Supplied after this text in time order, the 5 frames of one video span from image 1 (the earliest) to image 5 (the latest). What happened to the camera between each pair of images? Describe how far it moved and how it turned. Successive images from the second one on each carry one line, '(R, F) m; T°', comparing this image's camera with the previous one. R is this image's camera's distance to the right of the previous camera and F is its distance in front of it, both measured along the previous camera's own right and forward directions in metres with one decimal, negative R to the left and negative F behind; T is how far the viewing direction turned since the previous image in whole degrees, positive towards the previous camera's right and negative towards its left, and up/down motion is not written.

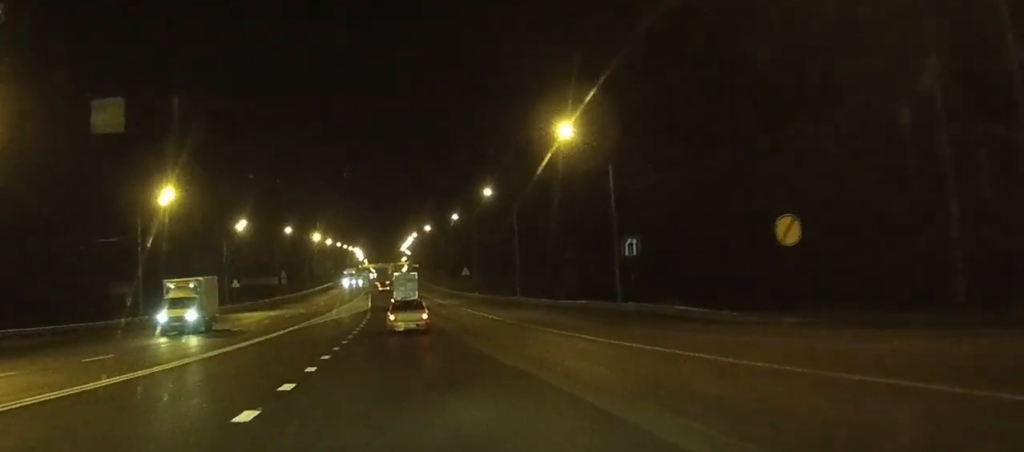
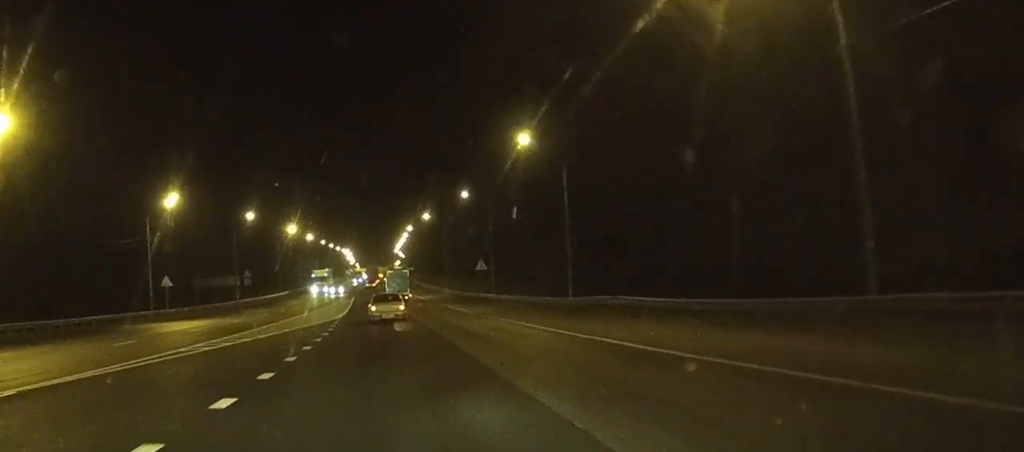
(+0.1, +31.6) m; 0°
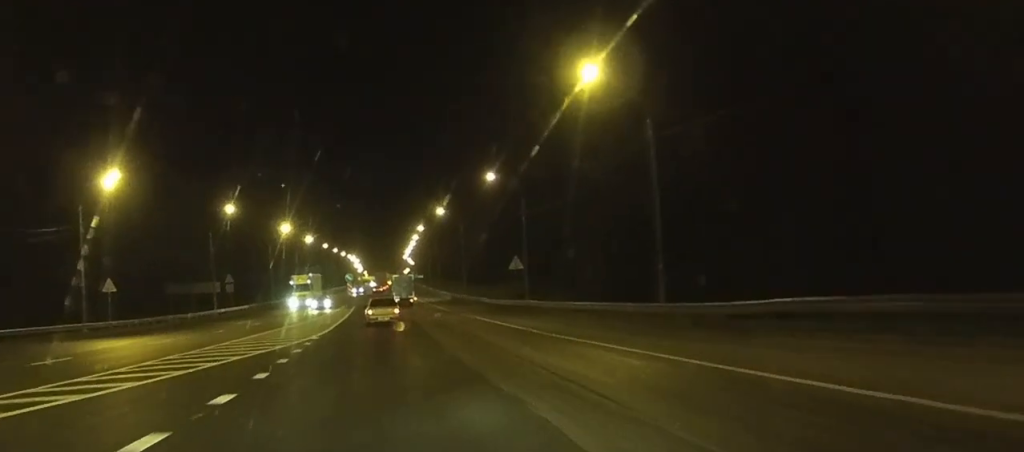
(-0.1, +18.6) m; -1°
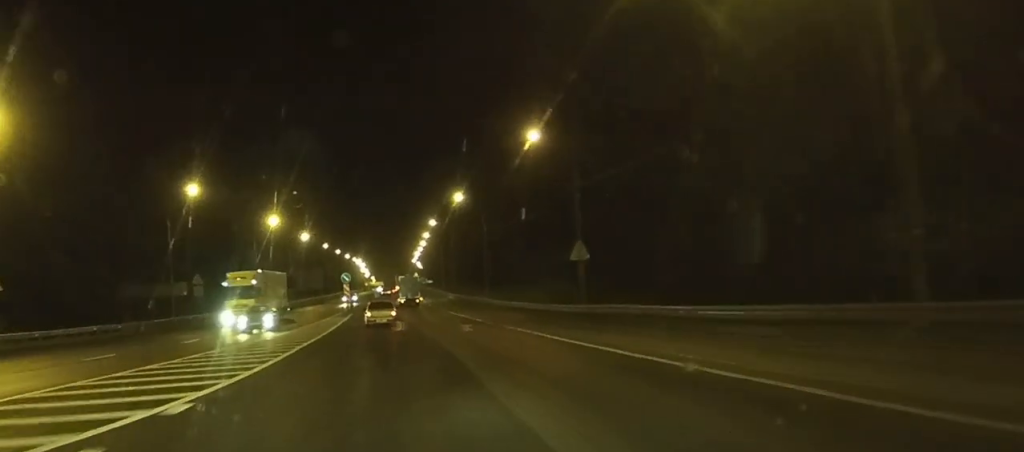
(-0.1, +21.1) m; -1°
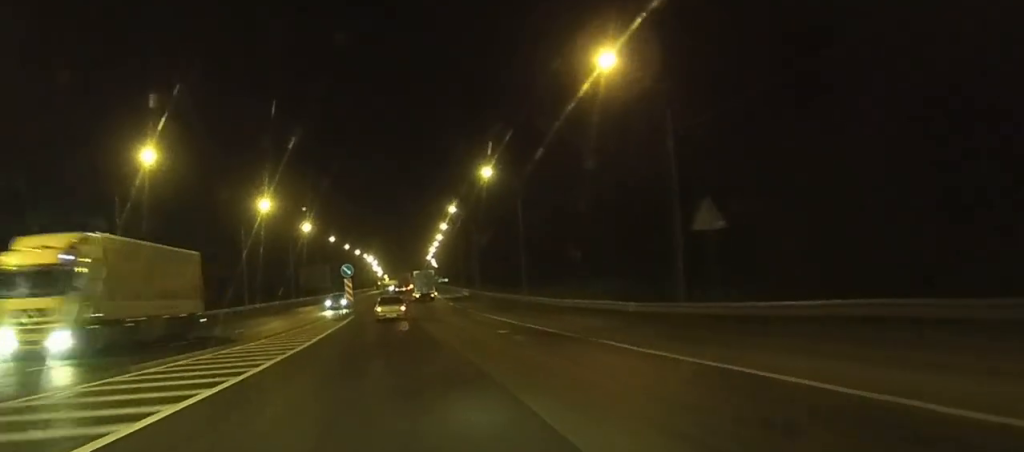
(-0.1, +17.6) m; 0°
